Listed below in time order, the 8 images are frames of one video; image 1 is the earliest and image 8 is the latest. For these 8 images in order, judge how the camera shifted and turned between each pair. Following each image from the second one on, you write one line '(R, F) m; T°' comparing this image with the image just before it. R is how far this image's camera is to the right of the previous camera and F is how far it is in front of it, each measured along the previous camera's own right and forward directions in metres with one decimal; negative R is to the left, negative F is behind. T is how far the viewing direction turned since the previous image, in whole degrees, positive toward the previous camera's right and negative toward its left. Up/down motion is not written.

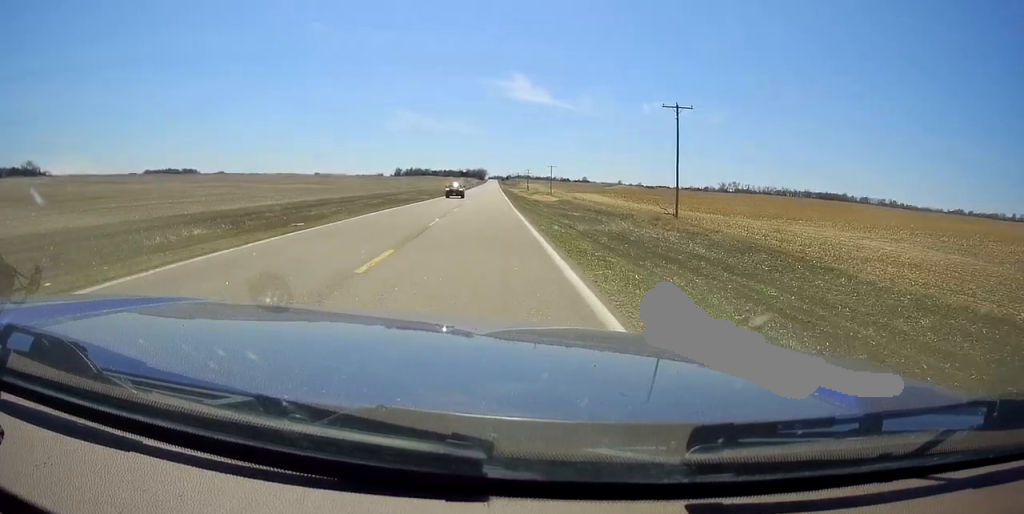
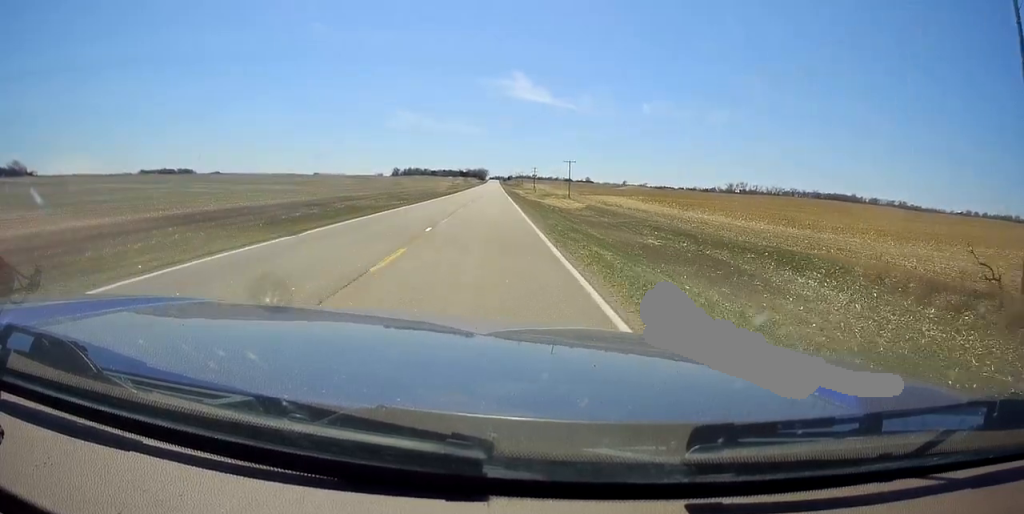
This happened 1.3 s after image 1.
(-0.4, +32.9) m; -1°
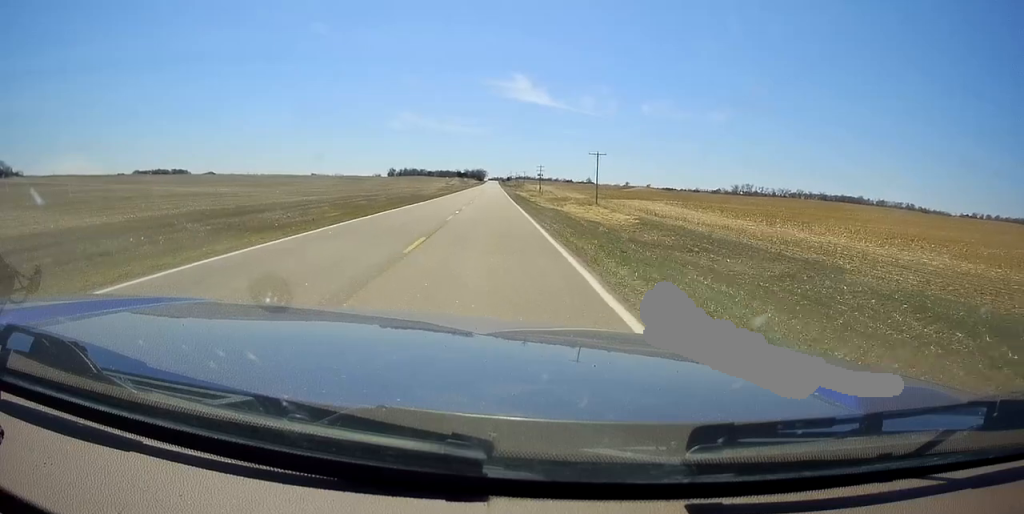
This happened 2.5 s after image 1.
(0.0, +30.6) m; 0°
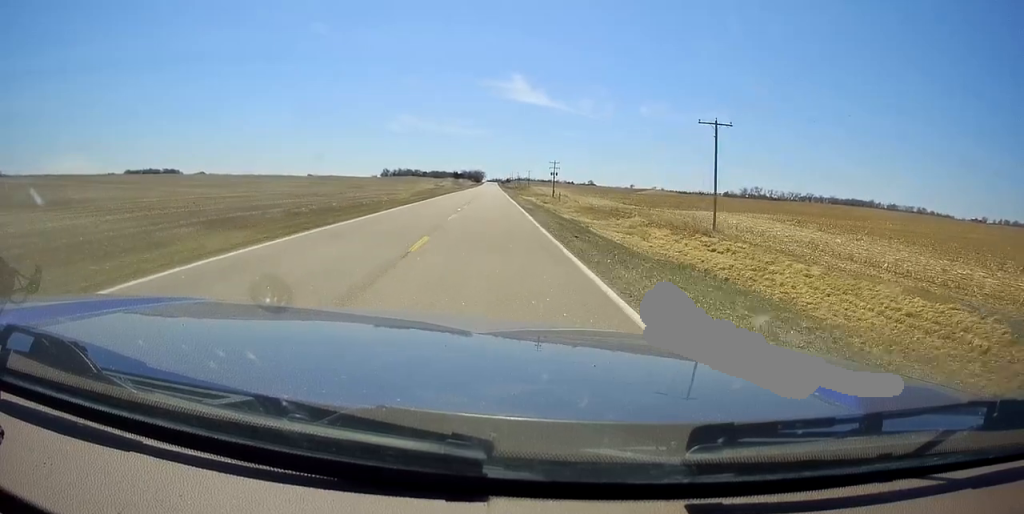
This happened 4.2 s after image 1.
(0.0, +44.2) m; 0°
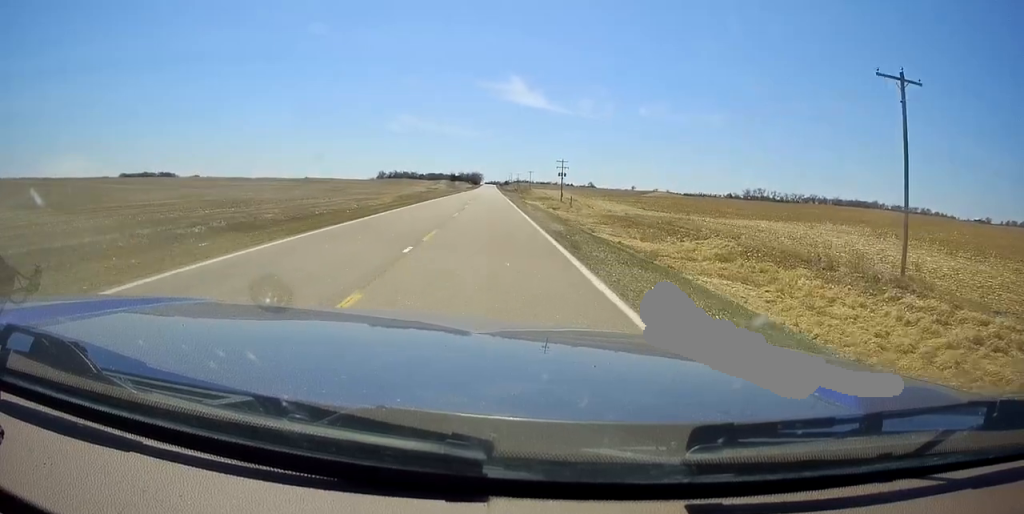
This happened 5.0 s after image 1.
(0.0, +19.7) m; 0°
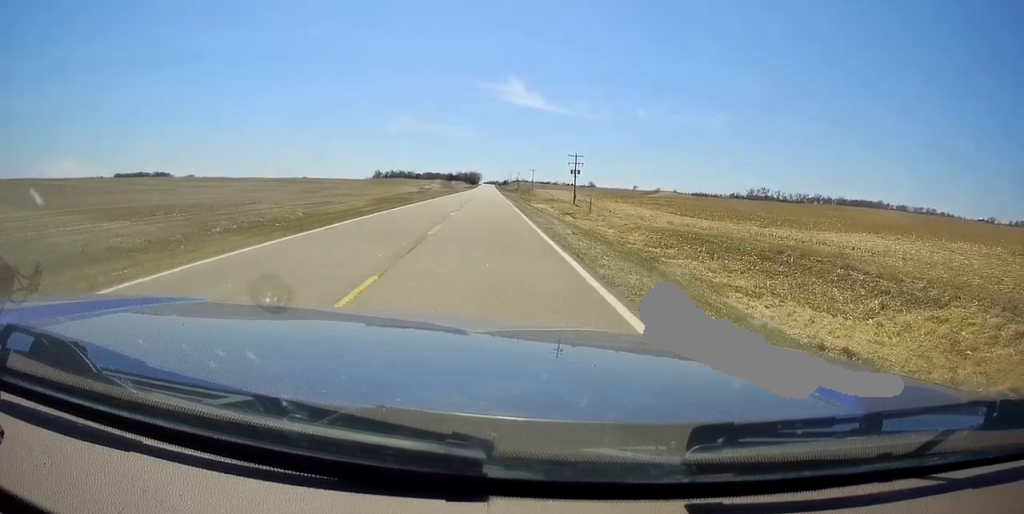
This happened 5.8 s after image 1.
(0.0, +20.9) m; 0°
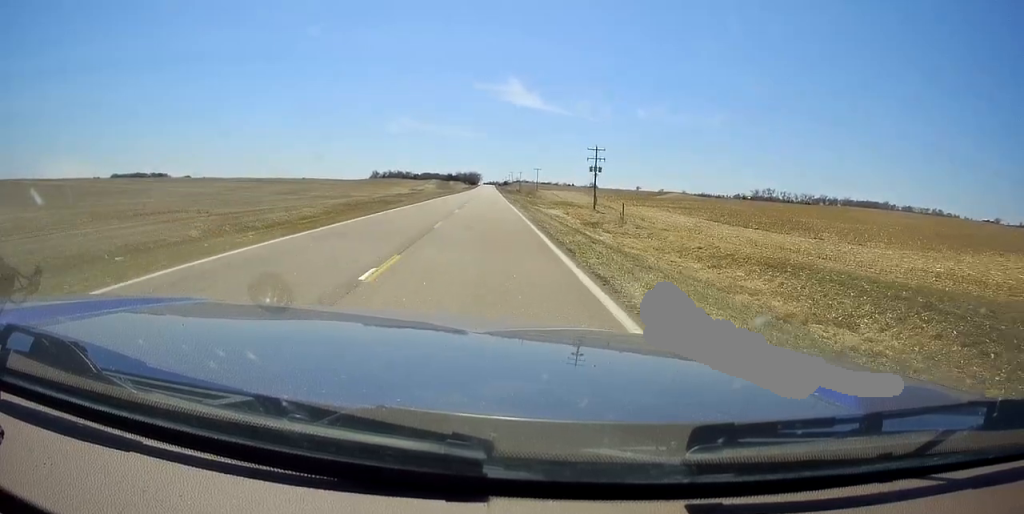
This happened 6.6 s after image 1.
(-0.1, +19.7) m; +1°
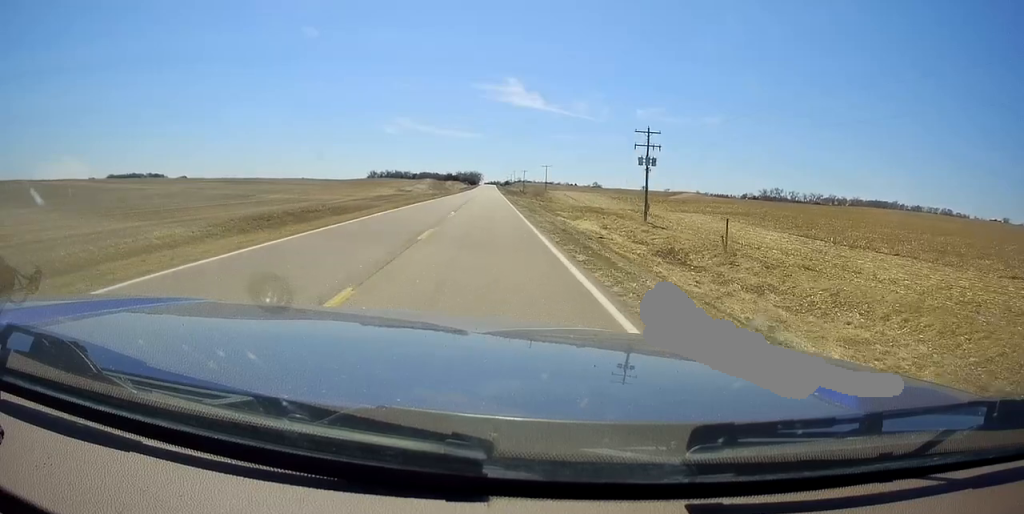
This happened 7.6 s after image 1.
(+0.7, +26.3) m; 0°
